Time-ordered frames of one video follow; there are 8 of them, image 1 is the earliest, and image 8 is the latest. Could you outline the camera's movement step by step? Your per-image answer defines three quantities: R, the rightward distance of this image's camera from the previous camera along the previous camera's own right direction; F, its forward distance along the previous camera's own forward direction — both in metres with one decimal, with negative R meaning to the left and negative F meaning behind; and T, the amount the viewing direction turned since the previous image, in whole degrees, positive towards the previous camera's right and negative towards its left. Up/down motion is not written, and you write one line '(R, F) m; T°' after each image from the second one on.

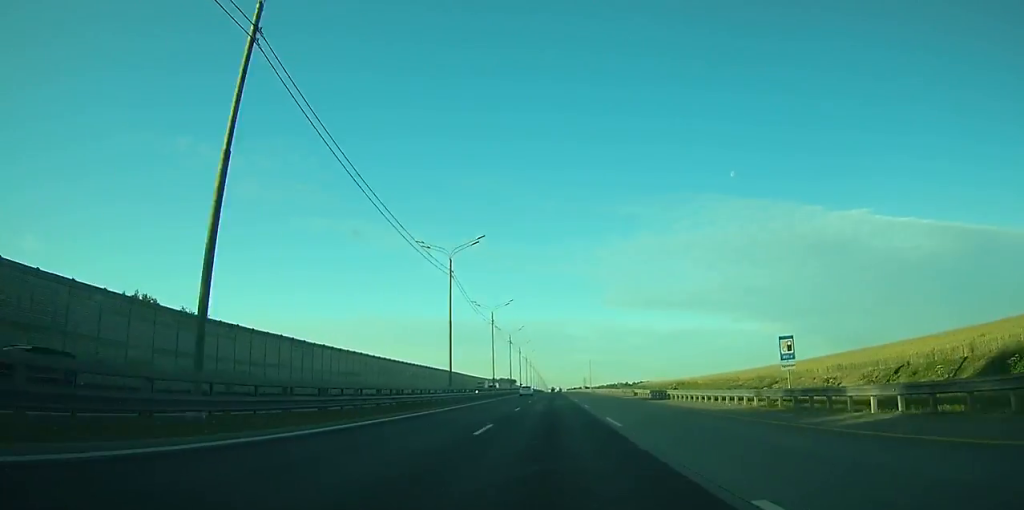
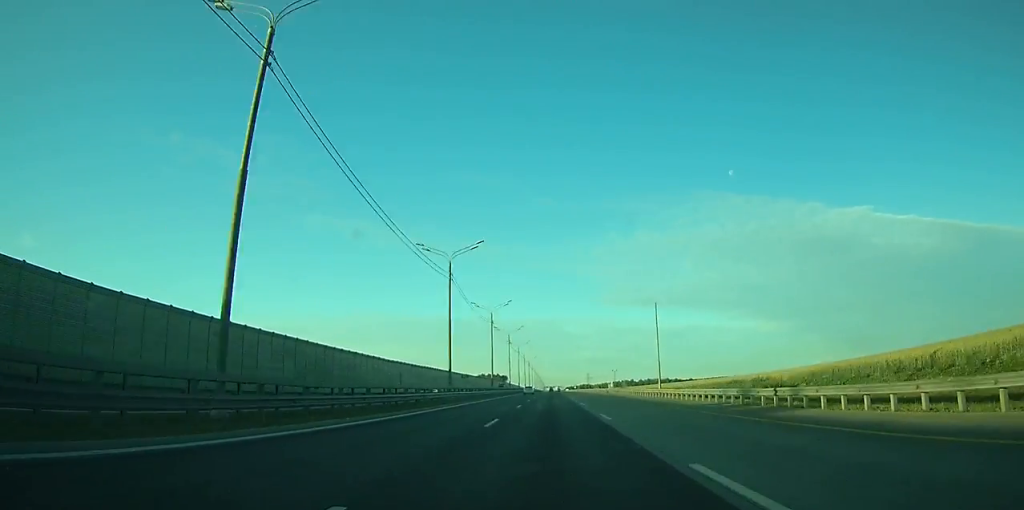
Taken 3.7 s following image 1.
(-0.1, +114.5) m; 0°
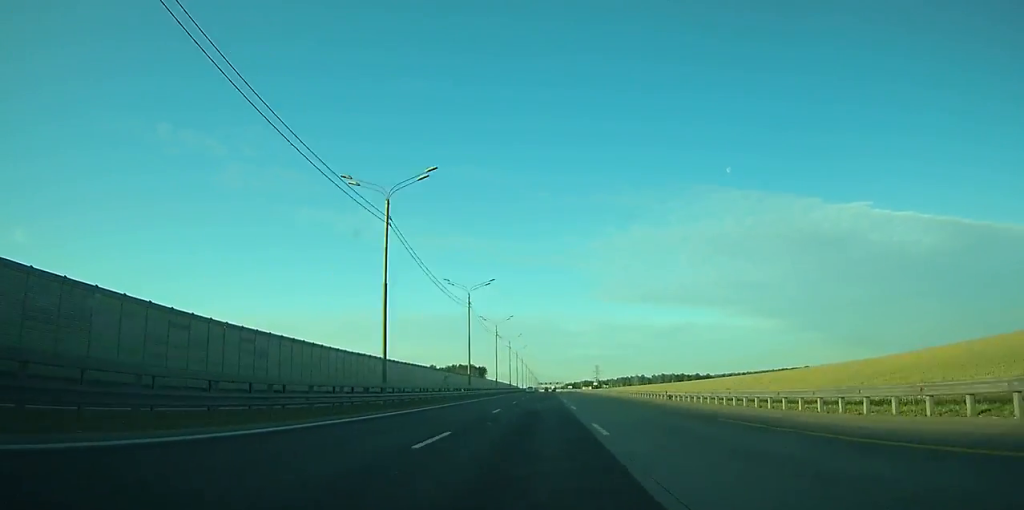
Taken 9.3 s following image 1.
(0.0, +183.9) m; 0°
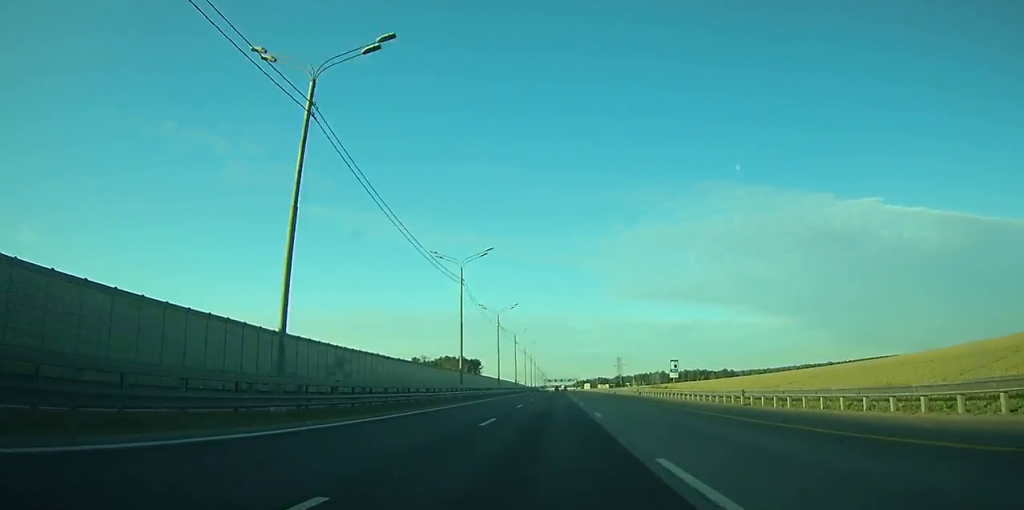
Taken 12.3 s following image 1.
(-0.3, +98.5) m; 0°
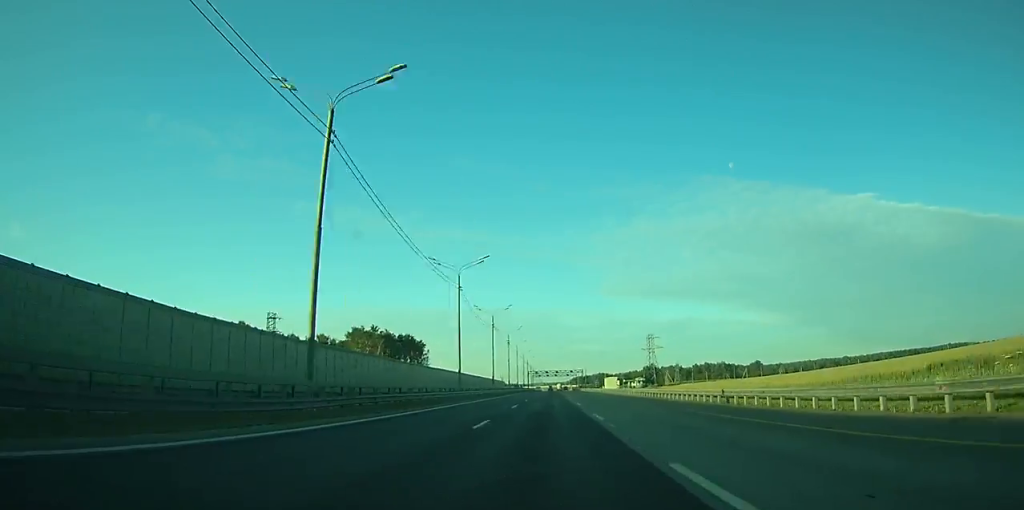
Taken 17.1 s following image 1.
(+0.1, +144.4) m; 0°
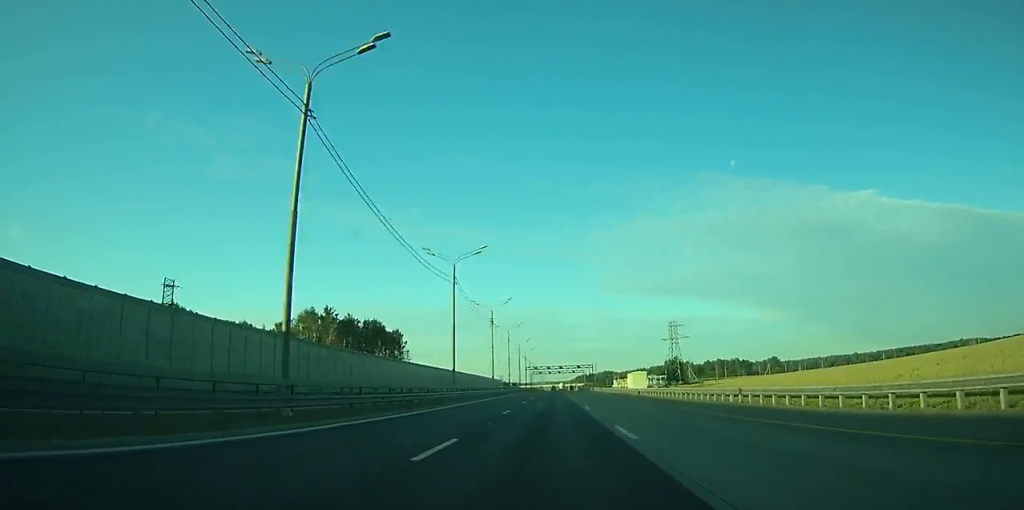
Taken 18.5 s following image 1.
(0.0, +38.1) m; 0°
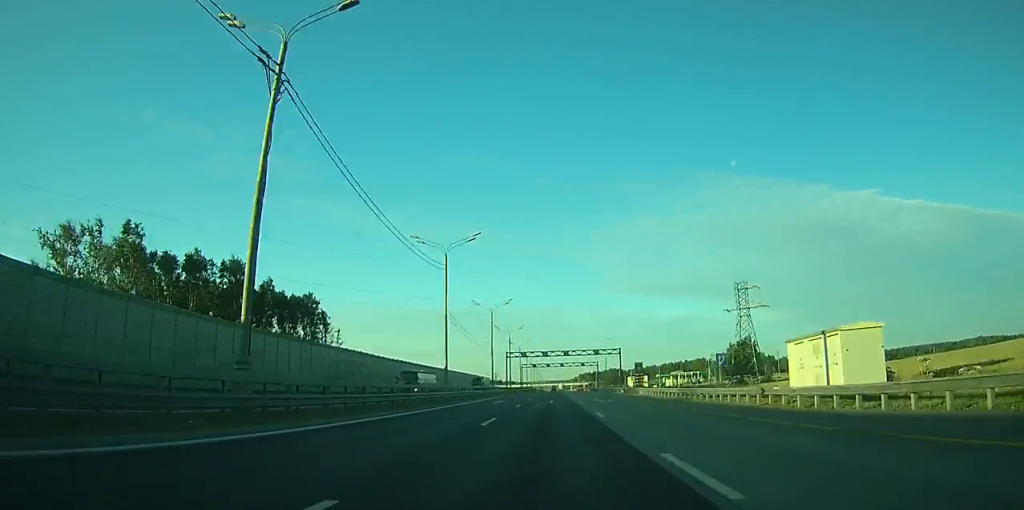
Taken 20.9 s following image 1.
(0.0, +66.2) m; 0°
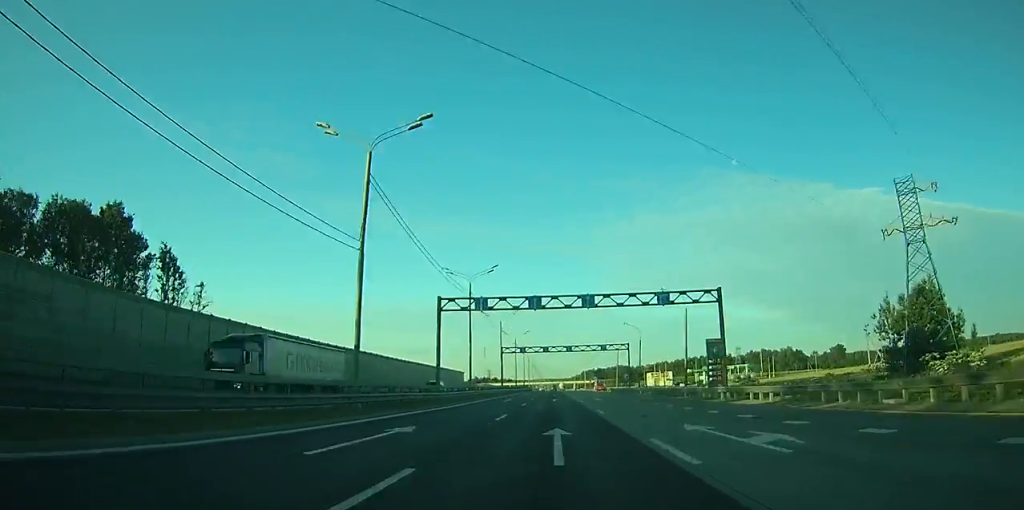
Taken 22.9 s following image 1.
(-0.1, +56.7) m; 0°
